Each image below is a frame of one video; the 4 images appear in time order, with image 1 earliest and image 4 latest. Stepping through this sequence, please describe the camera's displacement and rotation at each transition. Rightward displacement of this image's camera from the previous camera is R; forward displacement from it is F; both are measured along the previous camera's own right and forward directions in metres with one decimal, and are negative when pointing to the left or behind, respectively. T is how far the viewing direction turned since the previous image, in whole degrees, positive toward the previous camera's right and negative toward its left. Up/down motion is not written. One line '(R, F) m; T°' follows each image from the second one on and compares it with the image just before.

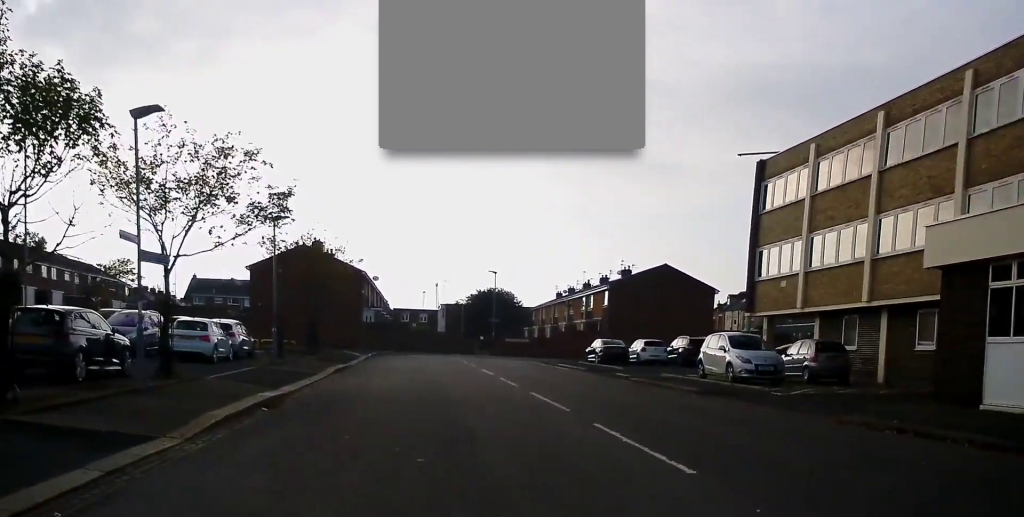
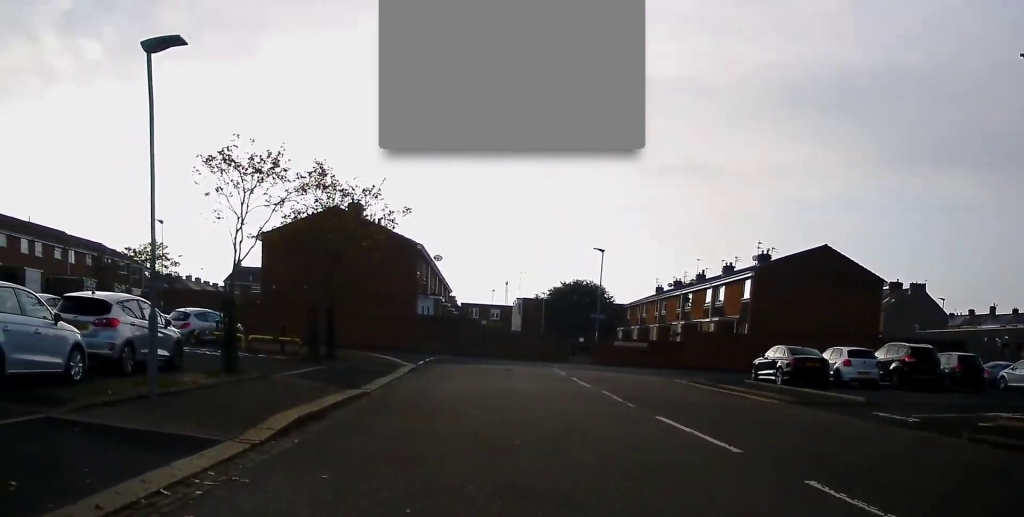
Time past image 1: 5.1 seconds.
(0.0, +17.5) m; -9°
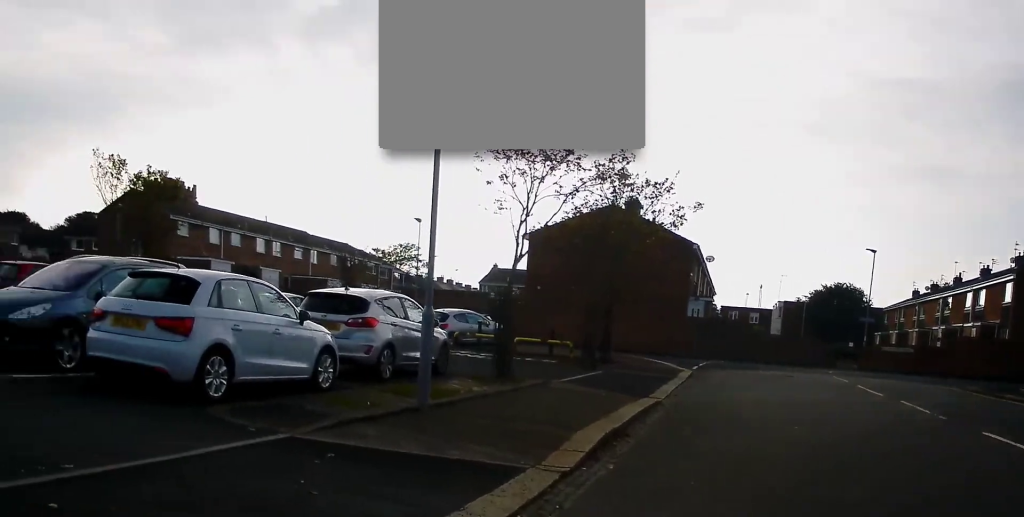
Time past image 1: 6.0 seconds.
(0.0, +1.9) m; -24°
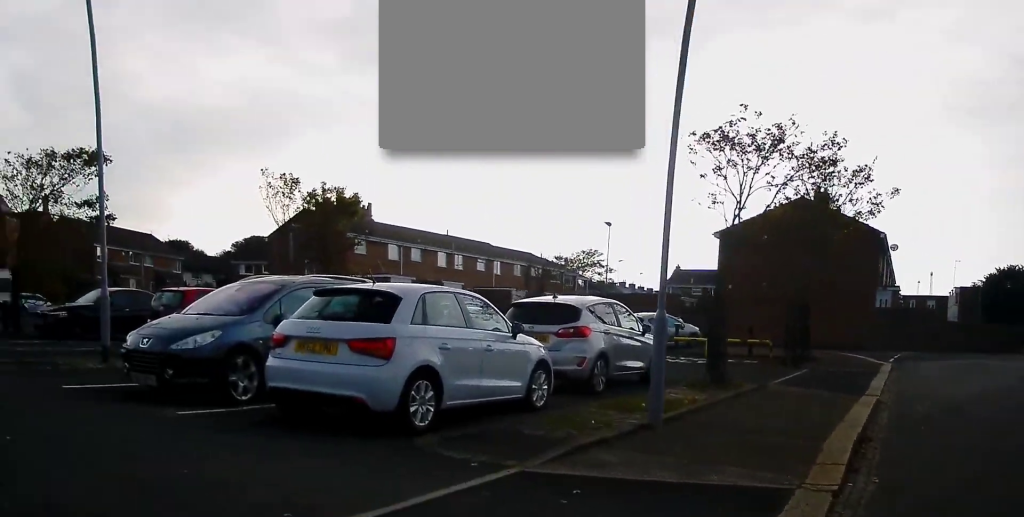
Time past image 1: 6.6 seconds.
(-0.4, +0.9) m; -18°
